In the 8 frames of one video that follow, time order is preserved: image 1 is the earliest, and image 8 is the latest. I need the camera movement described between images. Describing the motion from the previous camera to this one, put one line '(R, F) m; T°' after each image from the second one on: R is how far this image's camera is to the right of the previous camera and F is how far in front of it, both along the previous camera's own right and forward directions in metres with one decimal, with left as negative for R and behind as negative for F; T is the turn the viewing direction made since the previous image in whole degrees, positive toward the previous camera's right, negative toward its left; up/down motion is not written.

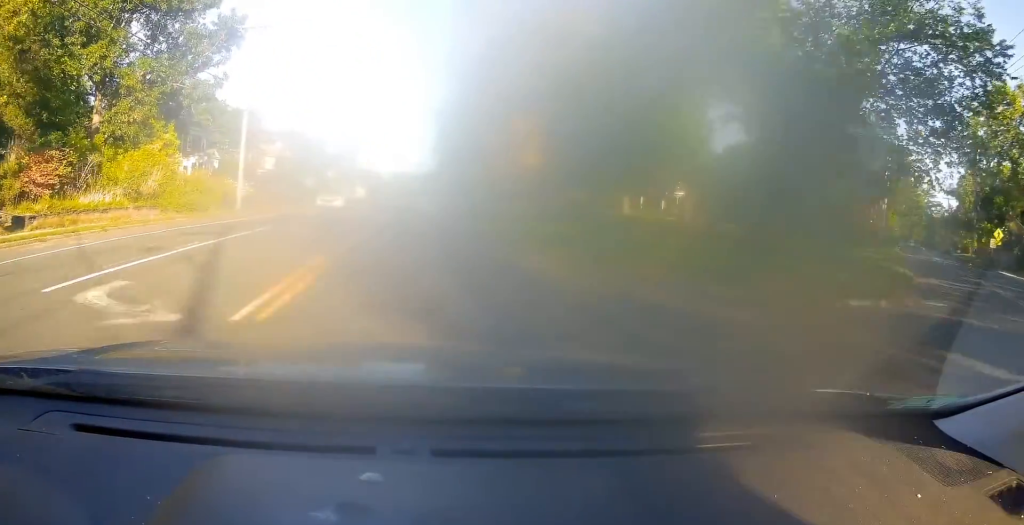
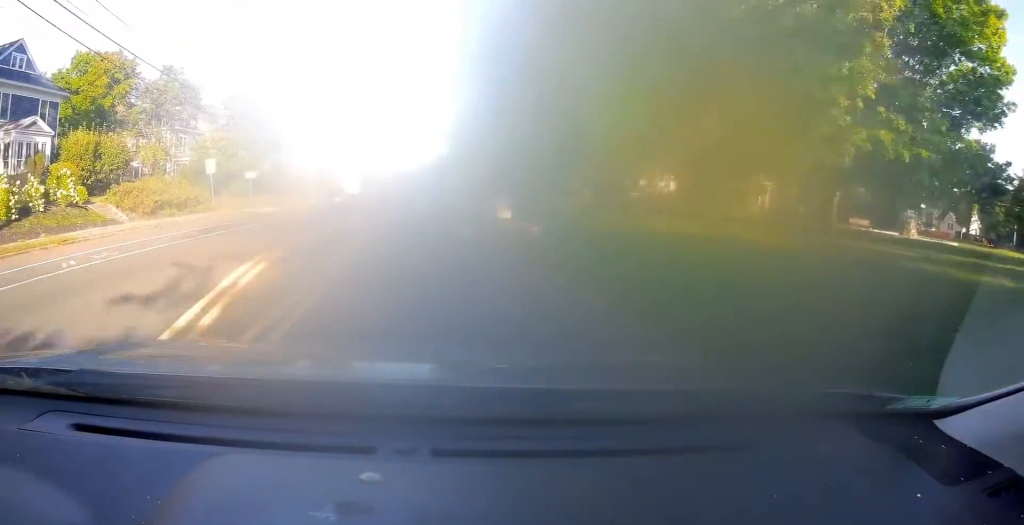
(0.0, +29.2) m; -1°
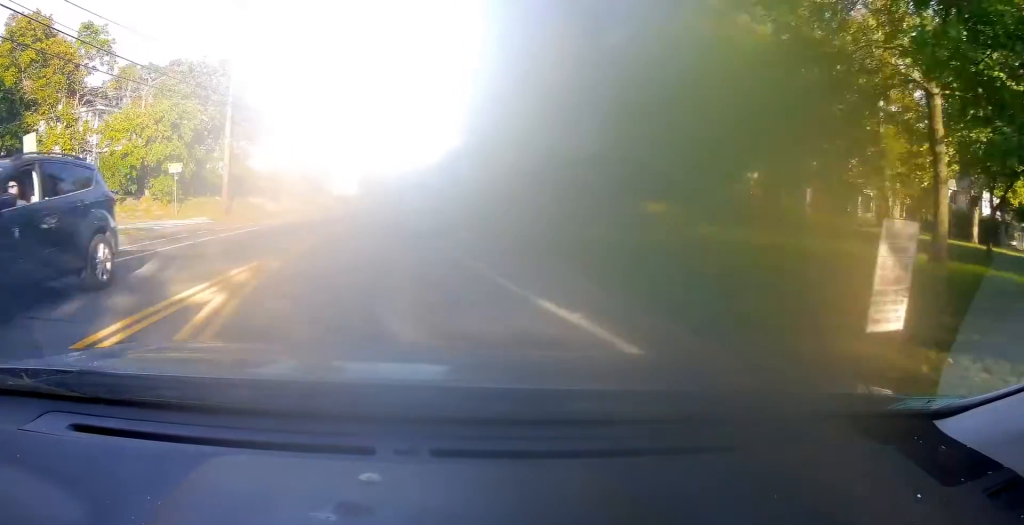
(-0.4, +16.3) m; -1°
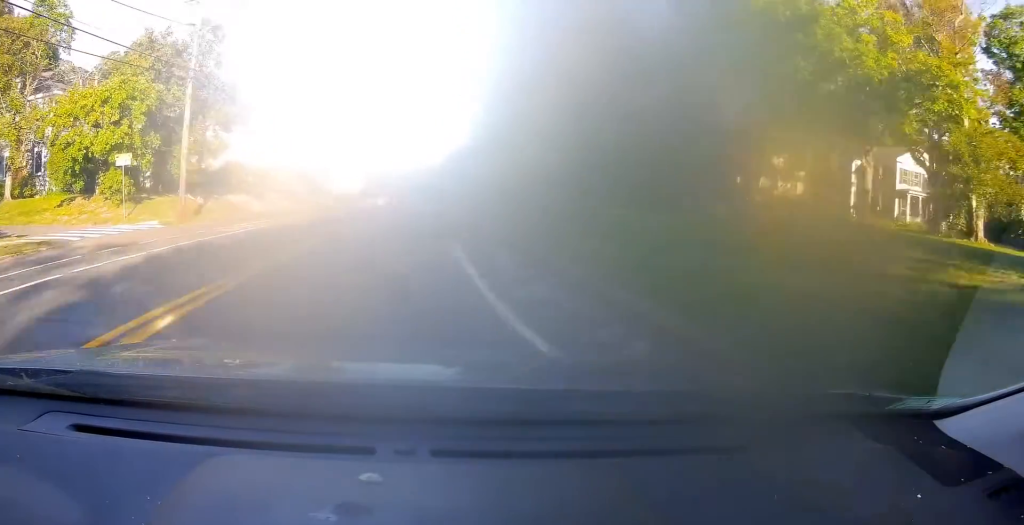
(-0.1, +6.7) m; 0°
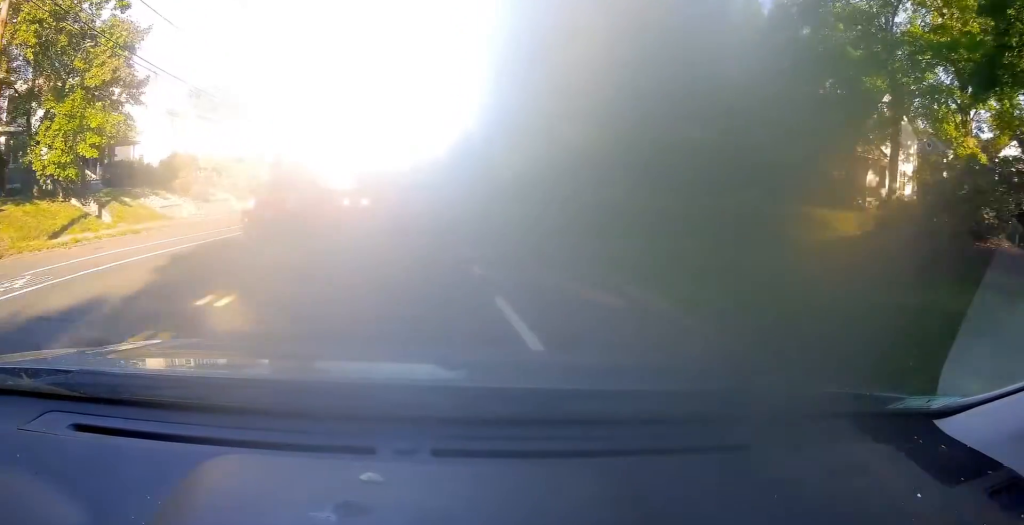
(+0.4, +13.5) m; +2°
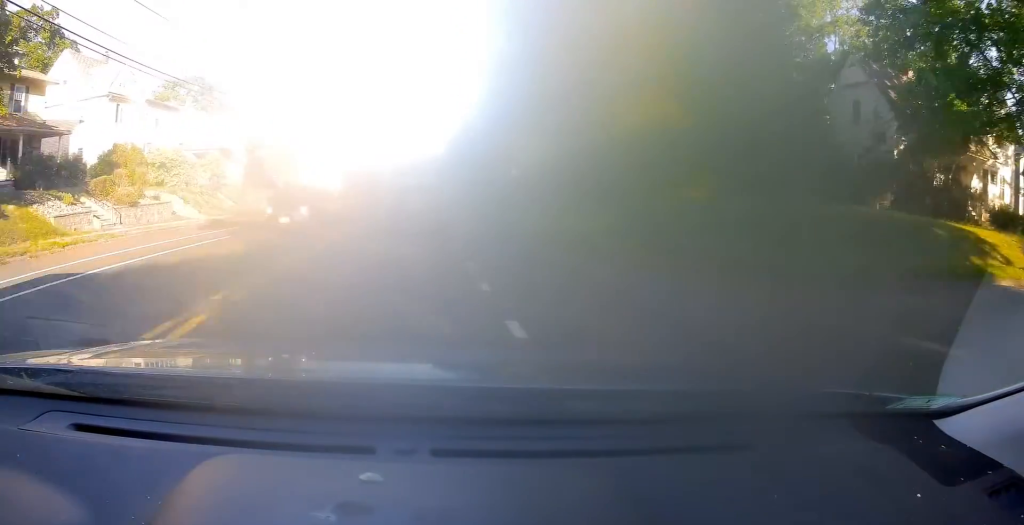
(0.0, +9.3) m; 0°
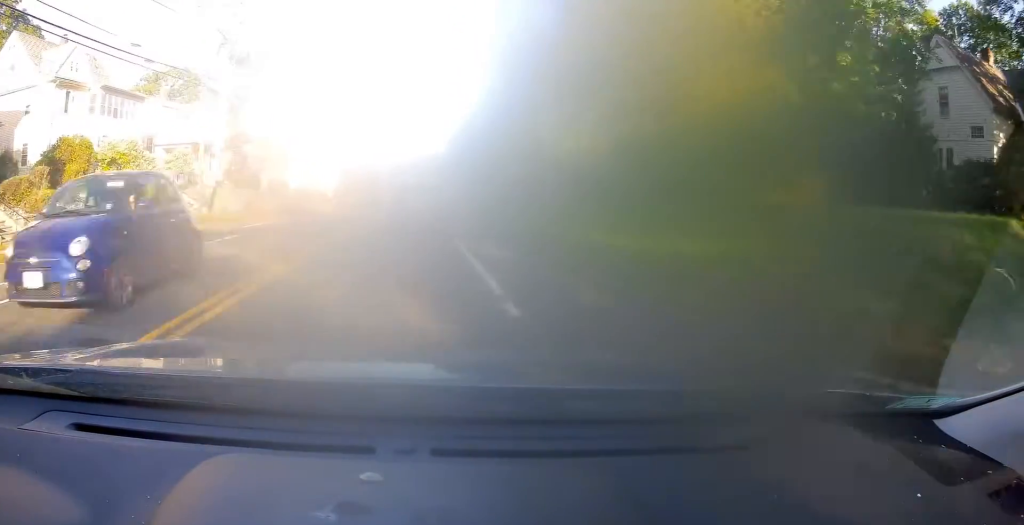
(0.0, +6.7) m; 0°
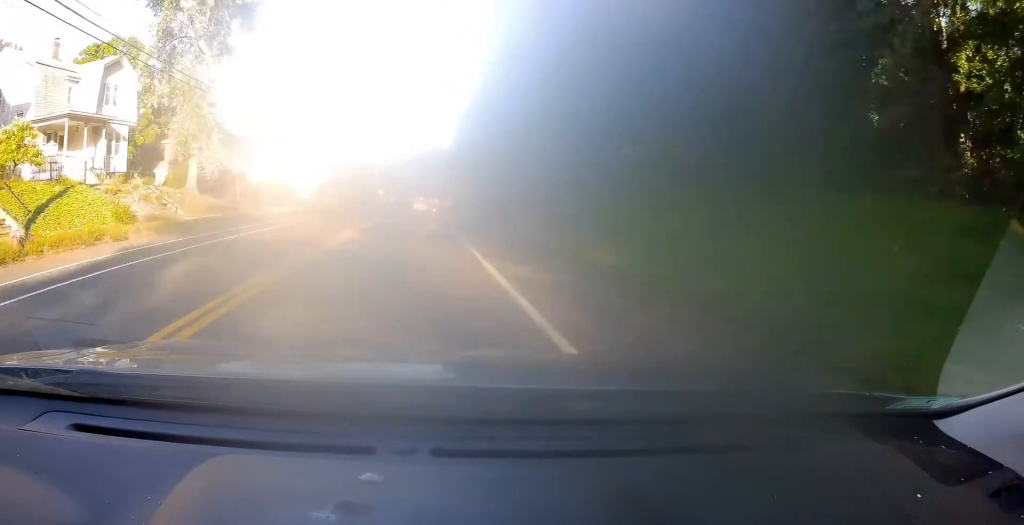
(0.0, +17.8) m; 0°
